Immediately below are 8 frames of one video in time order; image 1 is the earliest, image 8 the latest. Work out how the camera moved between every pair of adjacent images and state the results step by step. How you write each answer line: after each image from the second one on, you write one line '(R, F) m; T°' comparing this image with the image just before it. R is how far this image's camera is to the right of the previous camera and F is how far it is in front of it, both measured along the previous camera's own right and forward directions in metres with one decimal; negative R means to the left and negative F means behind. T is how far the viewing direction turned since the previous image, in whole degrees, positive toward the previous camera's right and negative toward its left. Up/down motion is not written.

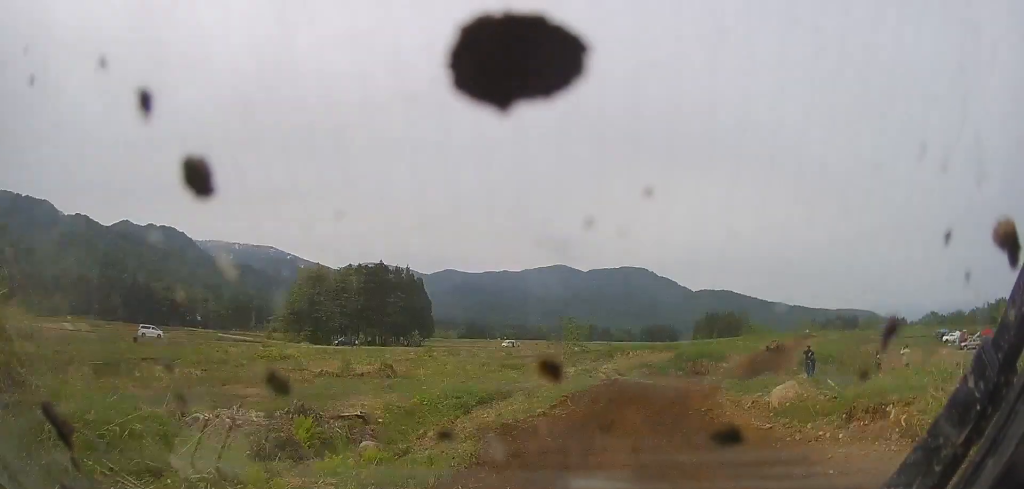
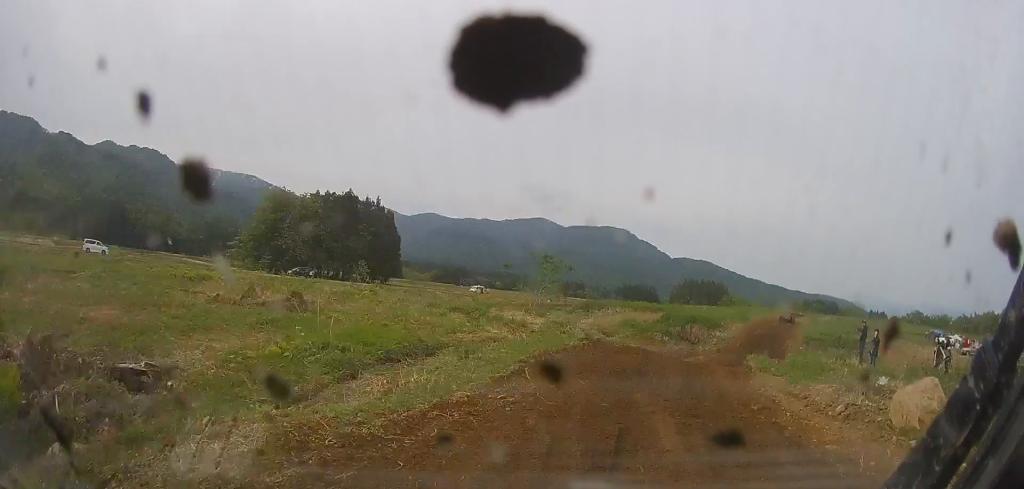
(+0.9, +8.9) m; +6°
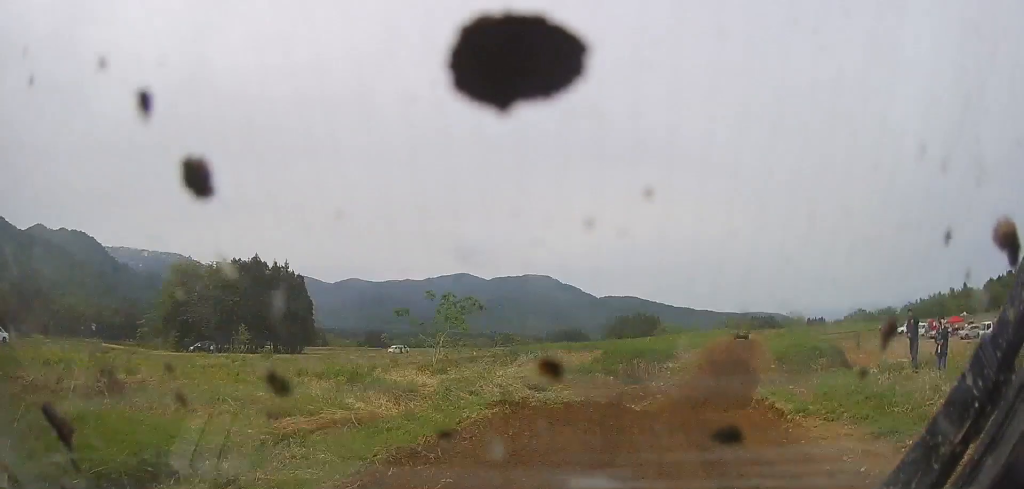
(+0.3, +7.2) m; +2°
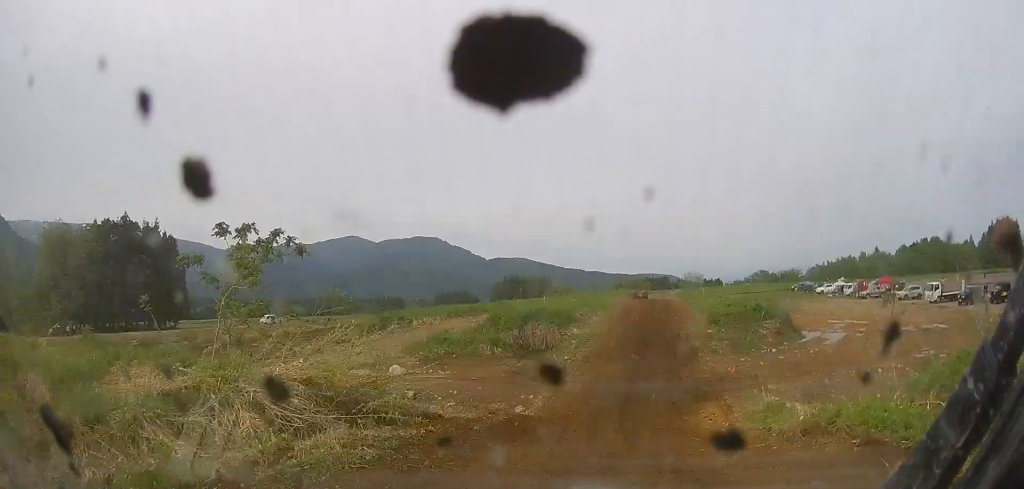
(0.0, +7.9) m; +1°
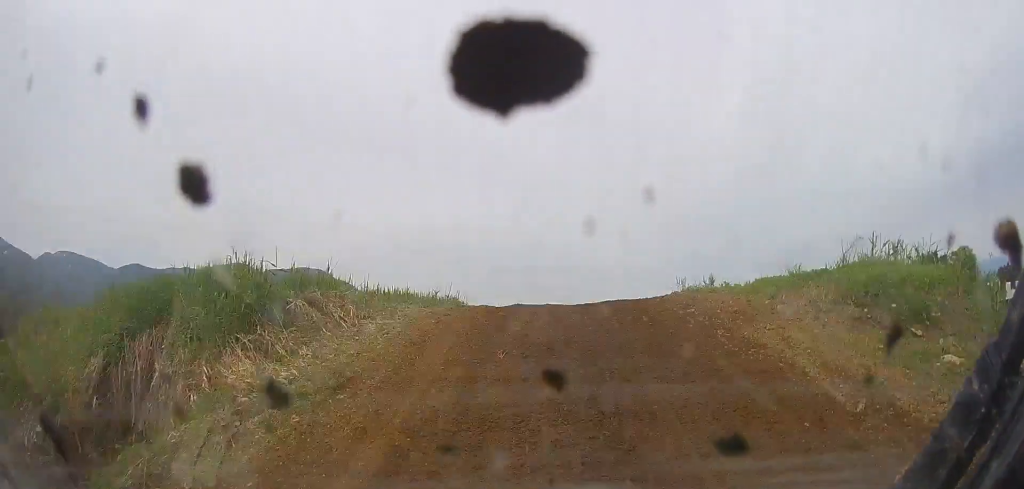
(+4.3, +24.4) m; +18°
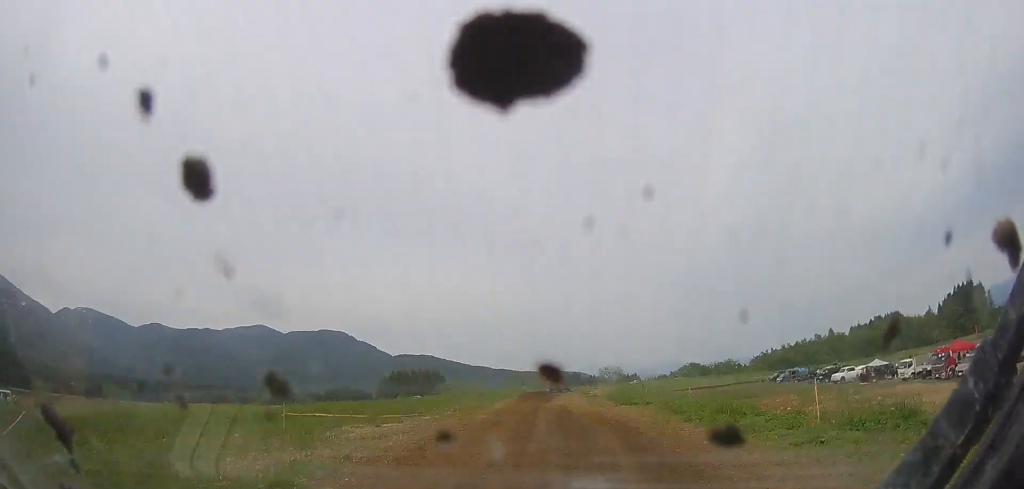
(+0.1, +15.9) m; 0°
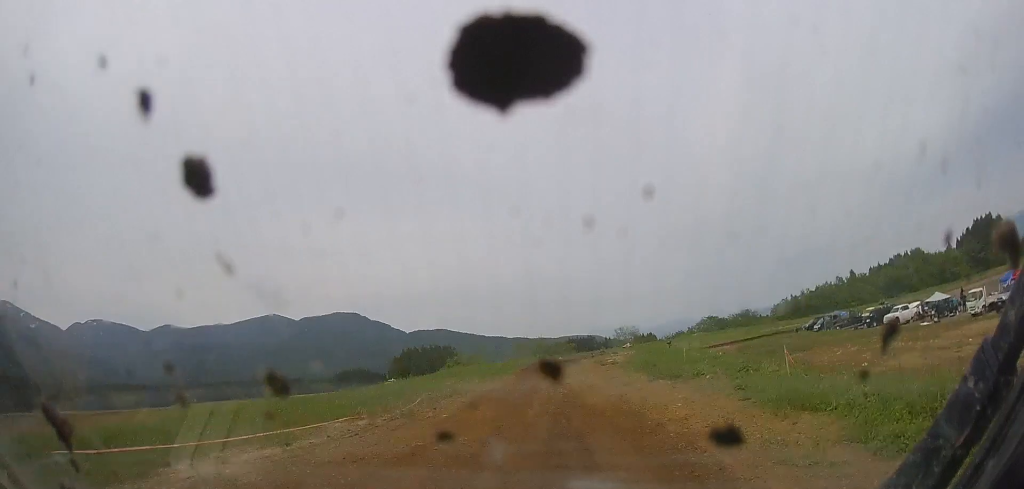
(0.0, +10.5) m; -1°
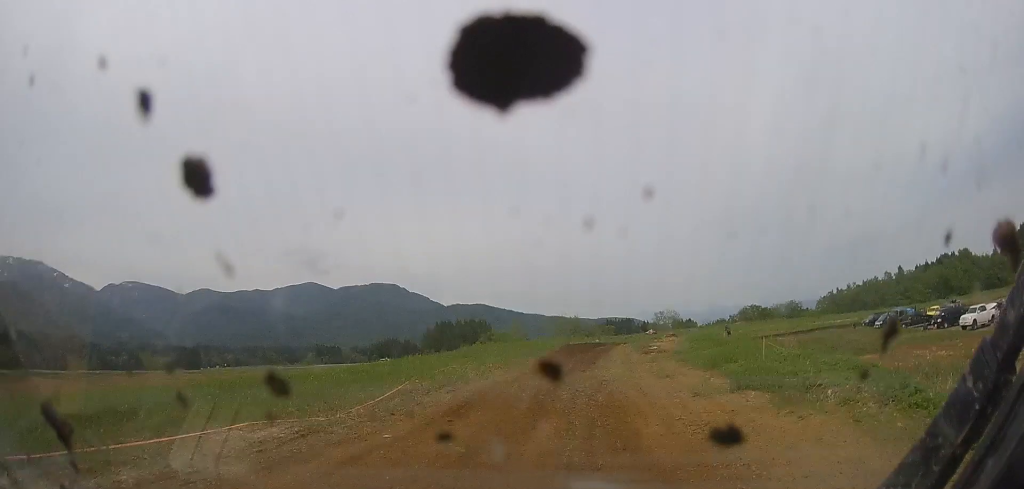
(-0.2, +7.8) m; -1°
